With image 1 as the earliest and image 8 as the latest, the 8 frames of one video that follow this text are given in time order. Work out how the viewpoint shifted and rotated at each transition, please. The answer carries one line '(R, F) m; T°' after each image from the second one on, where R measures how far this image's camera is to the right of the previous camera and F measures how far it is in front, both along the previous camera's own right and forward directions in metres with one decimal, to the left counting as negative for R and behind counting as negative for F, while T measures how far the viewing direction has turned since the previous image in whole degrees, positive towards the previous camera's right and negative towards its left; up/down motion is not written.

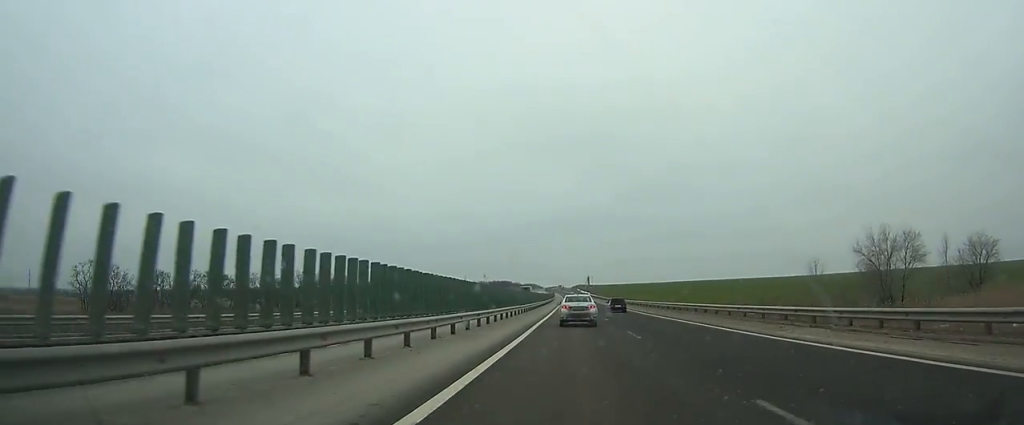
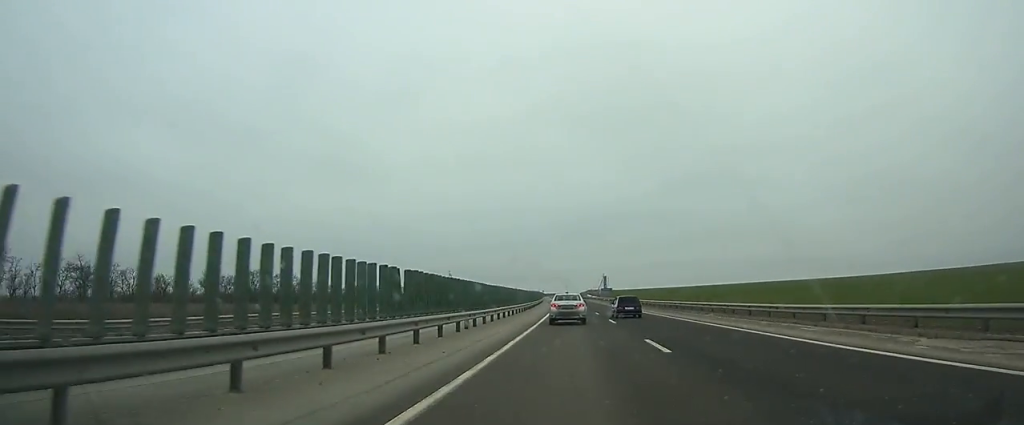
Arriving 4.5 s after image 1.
(-0.3, +133.3) m; -1°
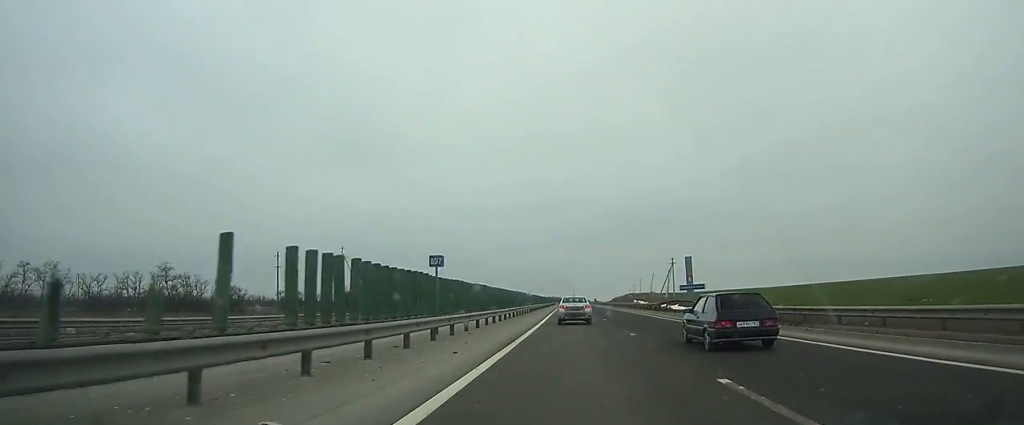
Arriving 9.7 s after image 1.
(-2.9, +152.4) m; -2°
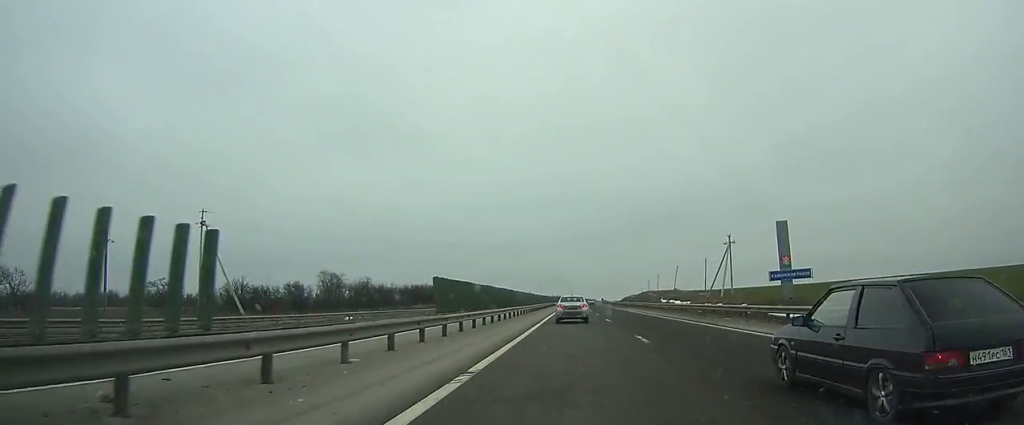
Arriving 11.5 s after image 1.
(-0.2, +52.1) m; 0°
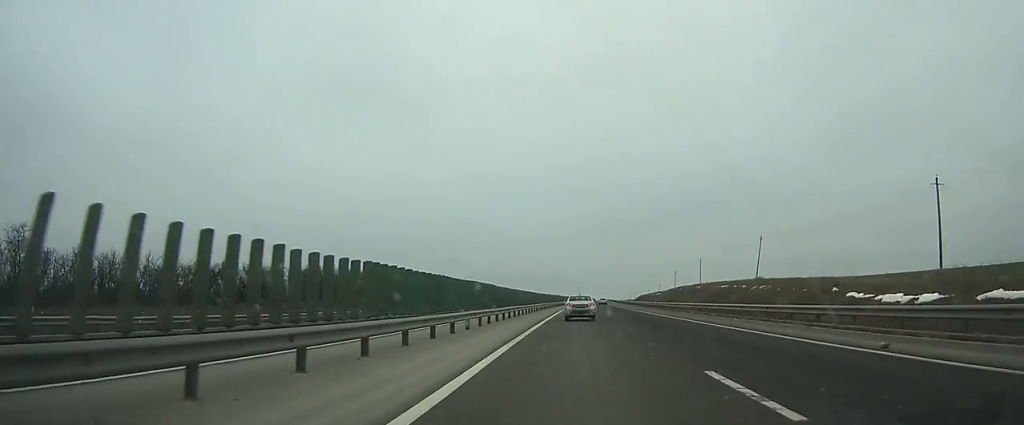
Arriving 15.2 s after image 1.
(+0.1, +106.9) m; +1°
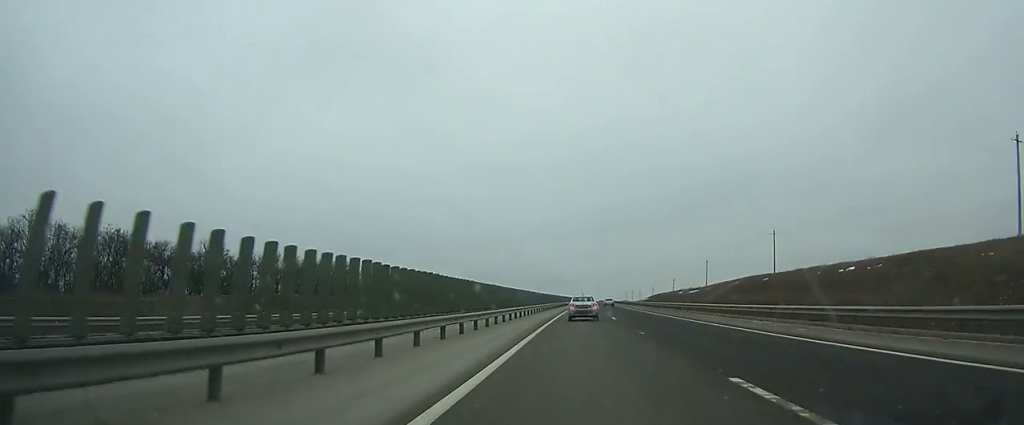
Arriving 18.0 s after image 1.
(+0.6, +80.4) m; +1°
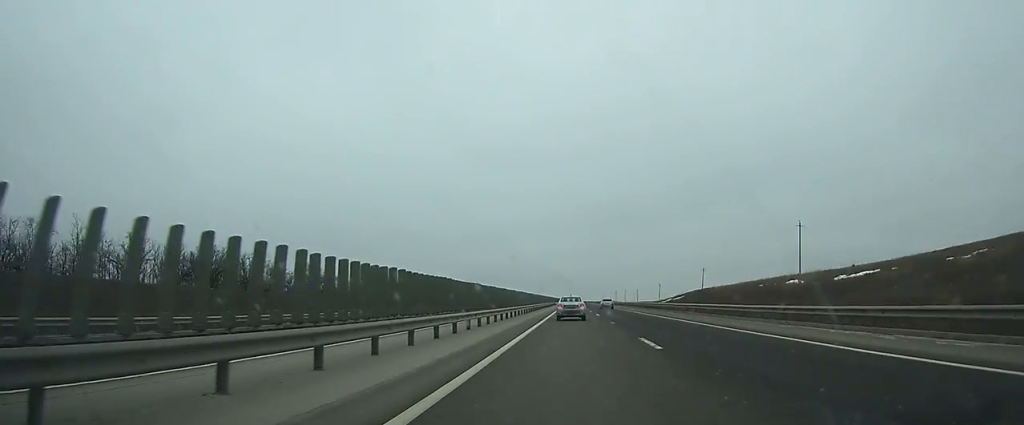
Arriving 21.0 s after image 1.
(+1.1, +86.0) m; +1°
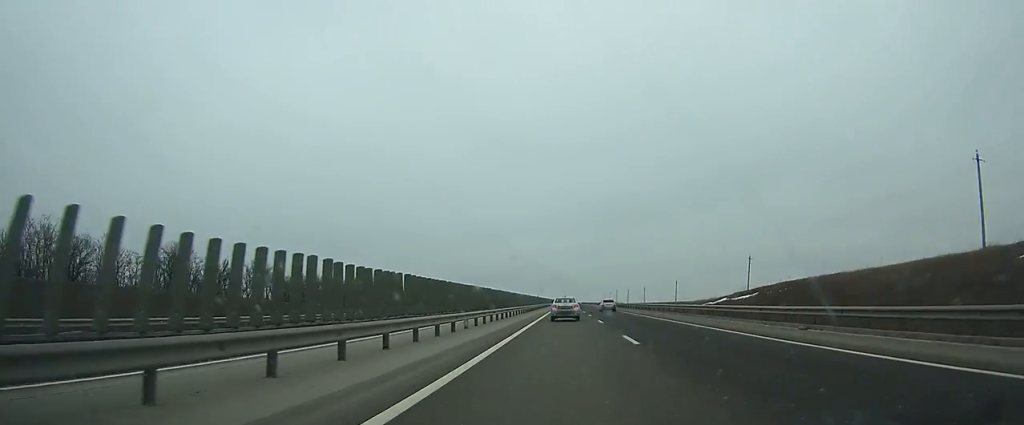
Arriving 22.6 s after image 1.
(+0.2, +45.8) m; 0°
